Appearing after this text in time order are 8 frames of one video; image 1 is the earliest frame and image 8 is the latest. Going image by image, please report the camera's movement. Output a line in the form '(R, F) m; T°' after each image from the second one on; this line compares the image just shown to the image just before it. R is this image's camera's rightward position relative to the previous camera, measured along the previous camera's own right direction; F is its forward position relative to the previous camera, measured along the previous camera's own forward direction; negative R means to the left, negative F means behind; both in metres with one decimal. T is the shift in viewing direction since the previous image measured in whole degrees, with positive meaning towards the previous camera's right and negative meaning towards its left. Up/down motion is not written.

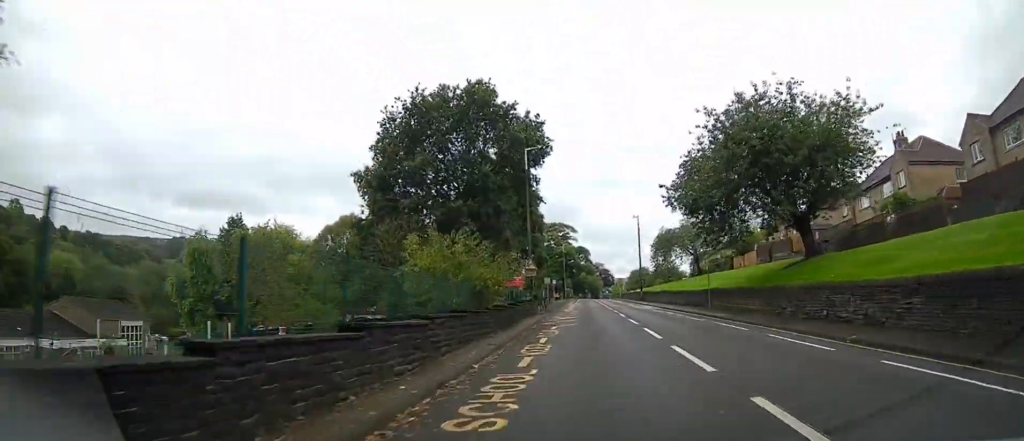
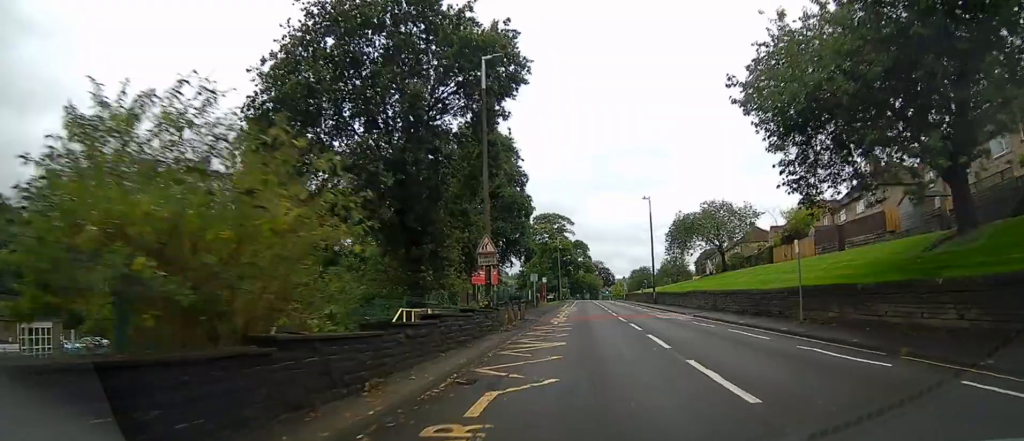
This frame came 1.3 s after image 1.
(0.0, +14.1) m; 0°
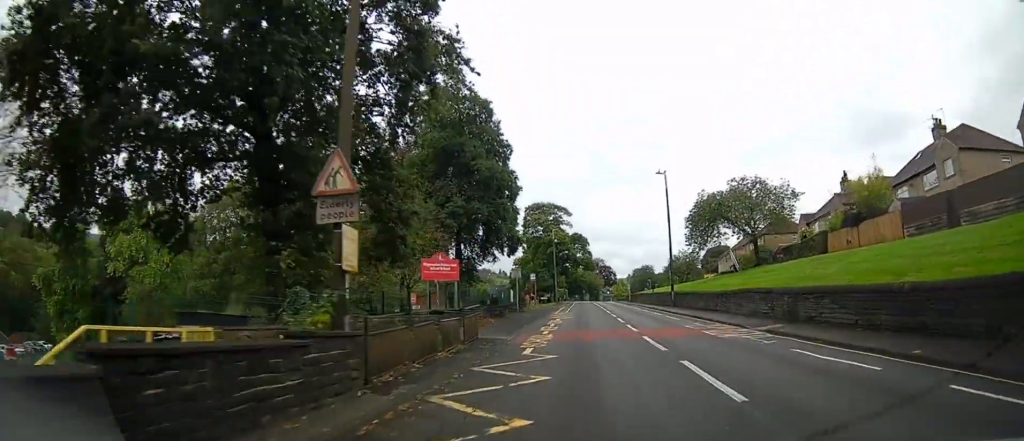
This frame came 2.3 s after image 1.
(0.0, +11.7) m; +1°
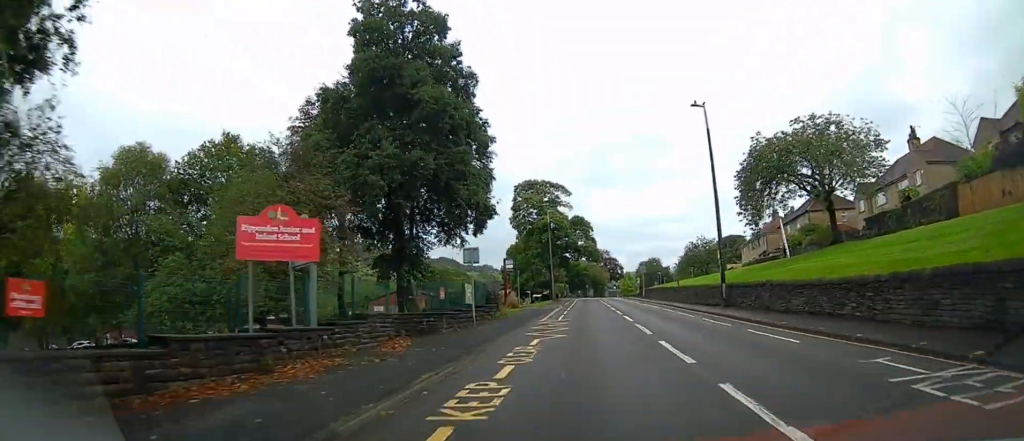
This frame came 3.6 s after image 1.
(0.0, +14.8) m; -1°
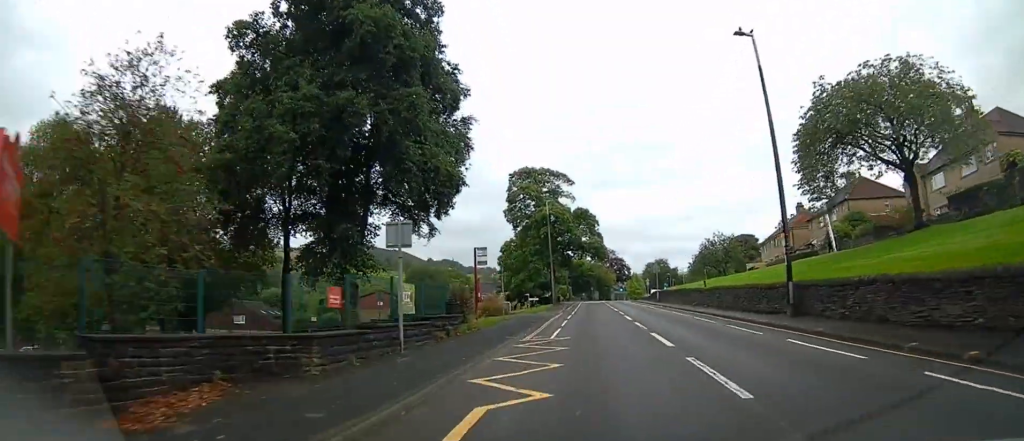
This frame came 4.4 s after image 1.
(-0.2, +8.7) m; -1°
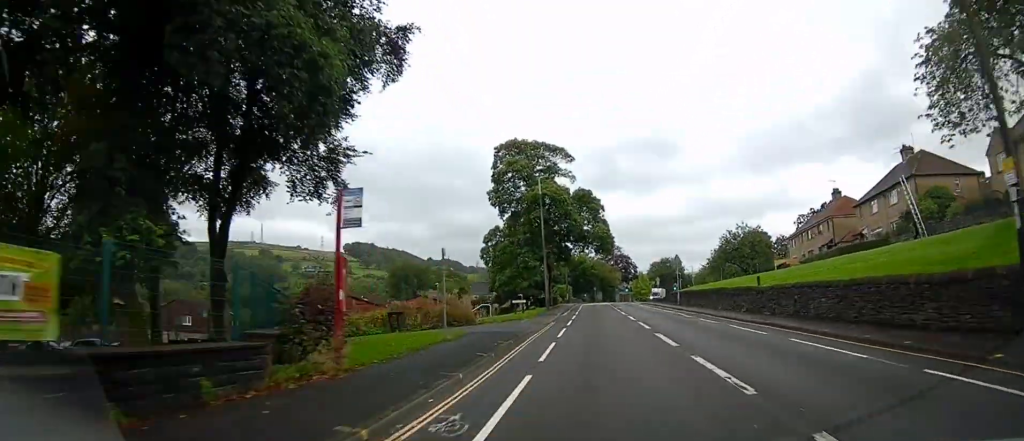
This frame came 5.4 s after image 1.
(-0.1, +11.5) m; 0°
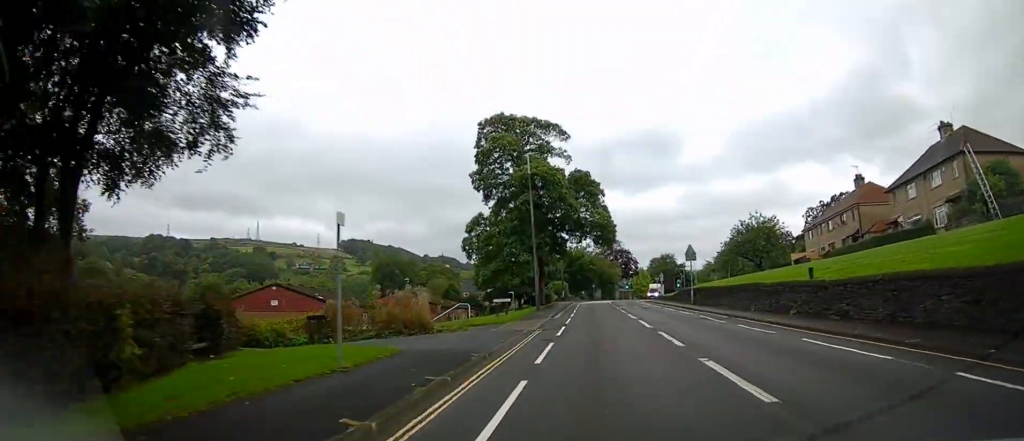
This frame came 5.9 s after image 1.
(0.0, +6.7) m; 0°
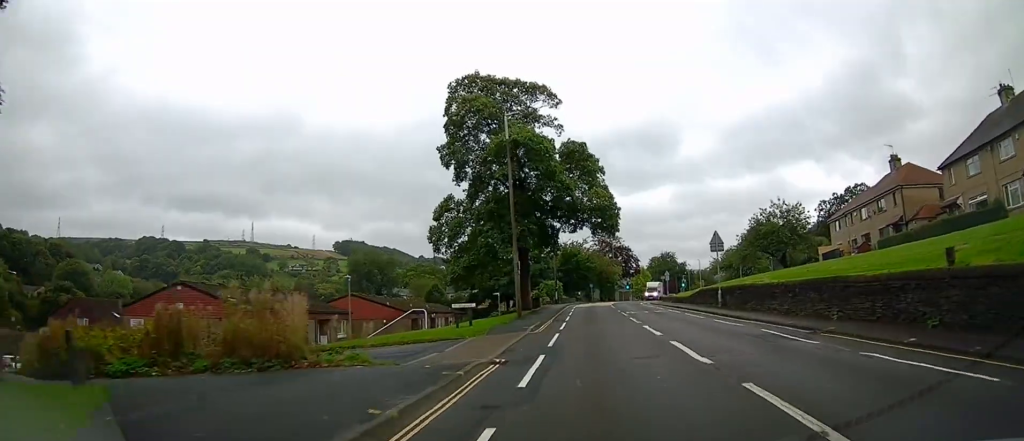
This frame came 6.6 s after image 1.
(0.0, +8.8) m; 0°
